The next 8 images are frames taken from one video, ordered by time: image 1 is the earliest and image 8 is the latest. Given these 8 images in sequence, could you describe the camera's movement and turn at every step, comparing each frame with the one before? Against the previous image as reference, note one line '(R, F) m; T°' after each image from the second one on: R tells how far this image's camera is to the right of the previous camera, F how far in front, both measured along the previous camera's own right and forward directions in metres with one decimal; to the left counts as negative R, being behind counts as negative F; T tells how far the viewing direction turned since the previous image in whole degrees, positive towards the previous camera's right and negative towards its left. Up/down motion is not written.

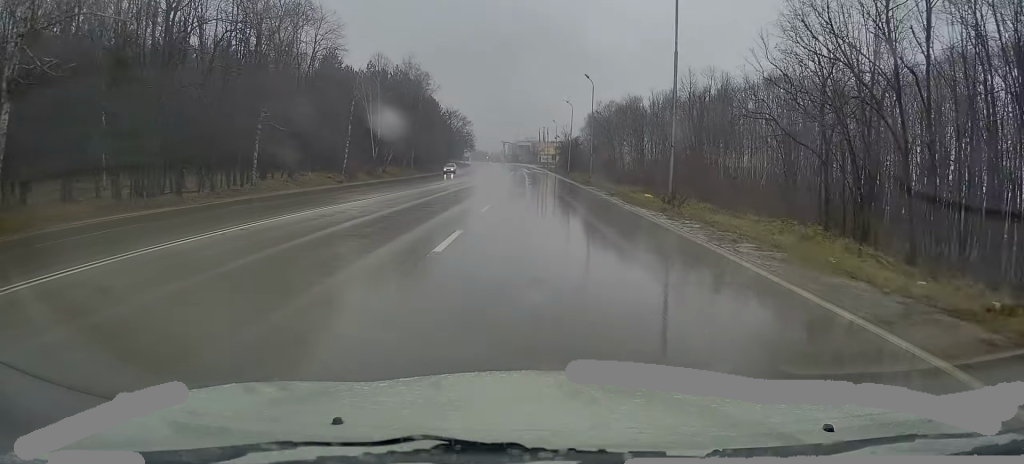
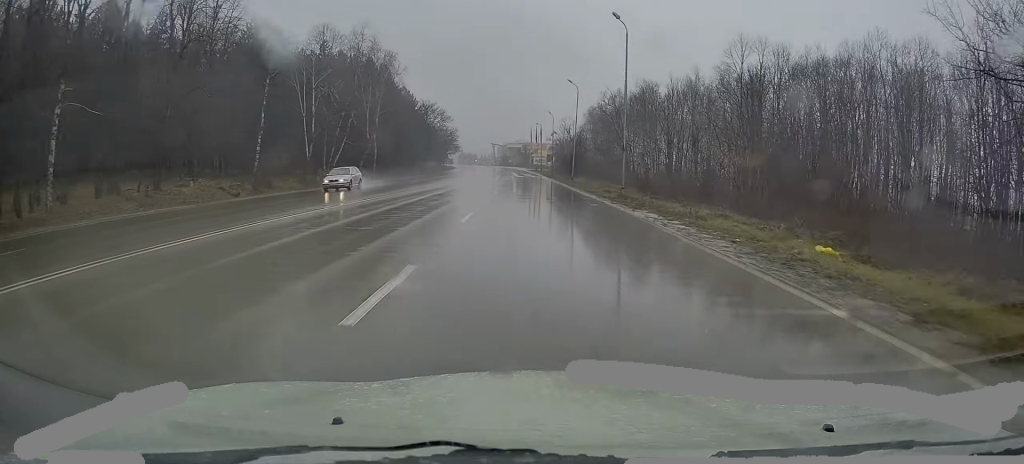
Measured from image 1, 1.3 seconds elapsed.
(+0.4, +22.0) m; +1°
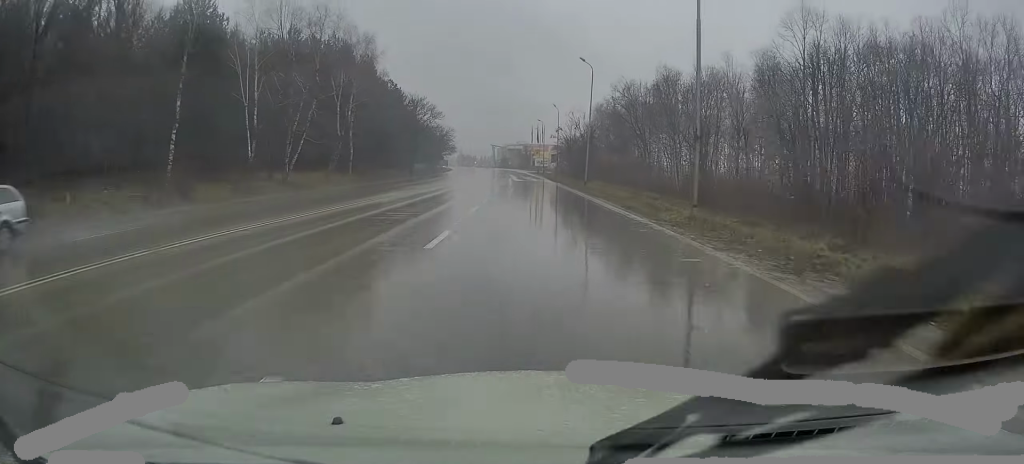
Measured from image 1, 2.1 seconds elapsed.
(0.0, +13.2) m; 0°
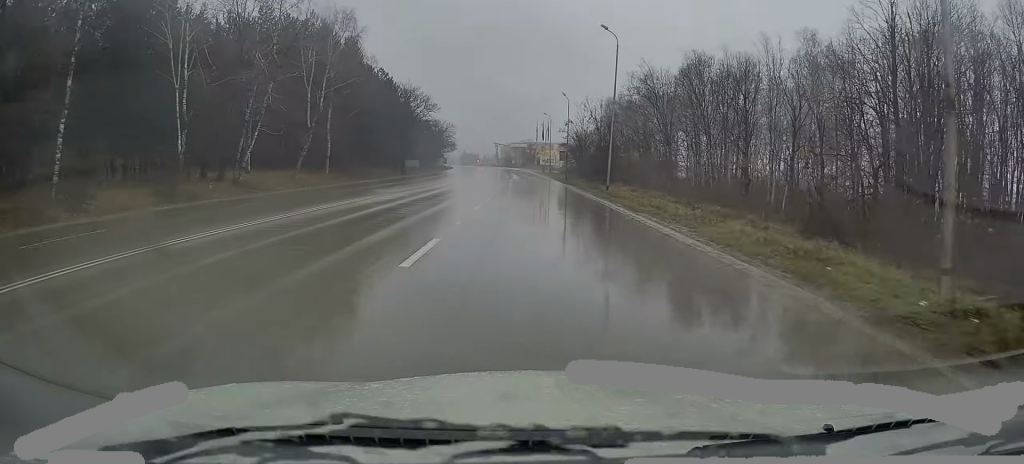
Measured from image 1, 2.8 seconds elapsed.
(0.0, +11.0) m; 0°
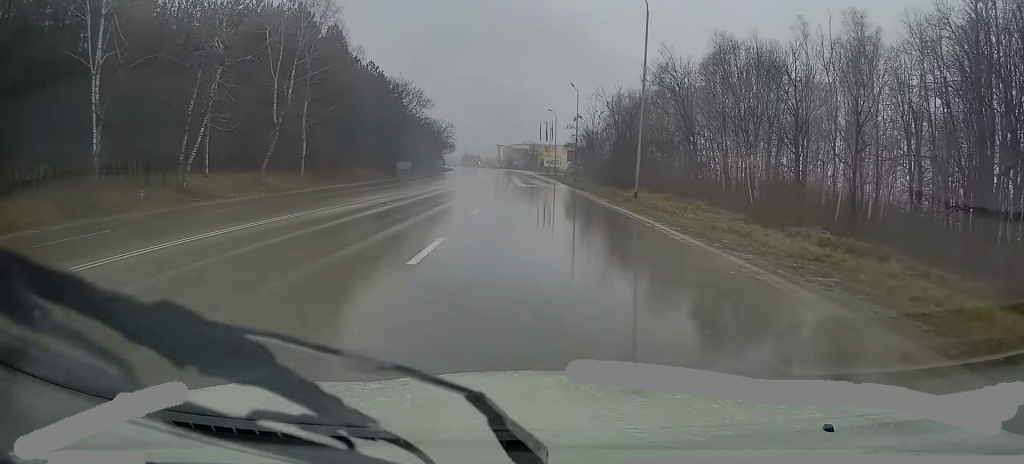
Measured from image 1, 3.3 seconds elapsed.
(0.0, +8.8) m; -1°
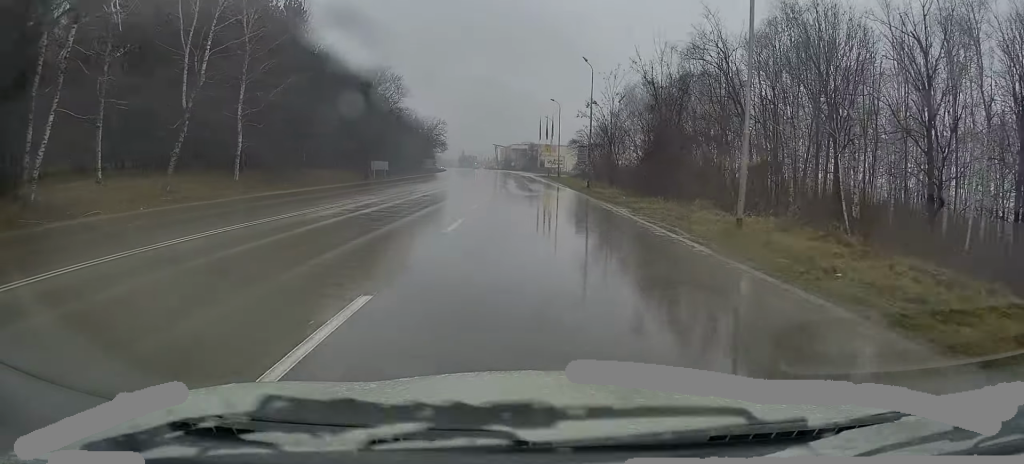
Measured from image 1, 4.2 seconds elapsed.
(-0.2, +14.1) m; 0°
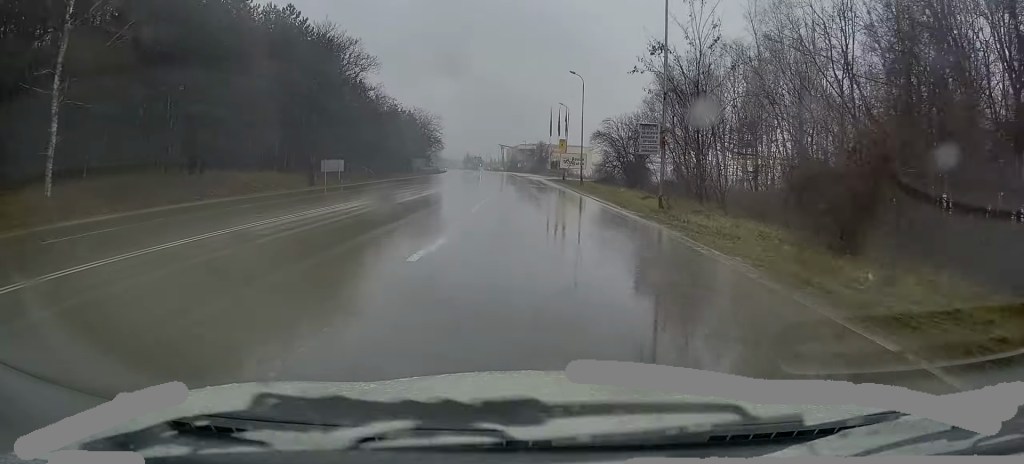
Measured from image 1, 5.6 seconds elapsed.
(+0.3, +21.8) m; +1°
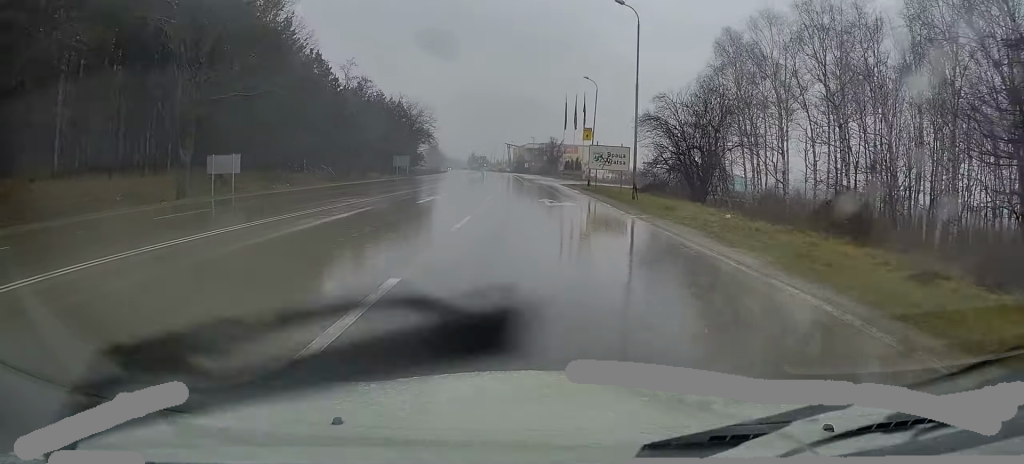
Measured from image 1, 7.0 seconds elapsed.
(-0.5, +22.6) m; -1°
